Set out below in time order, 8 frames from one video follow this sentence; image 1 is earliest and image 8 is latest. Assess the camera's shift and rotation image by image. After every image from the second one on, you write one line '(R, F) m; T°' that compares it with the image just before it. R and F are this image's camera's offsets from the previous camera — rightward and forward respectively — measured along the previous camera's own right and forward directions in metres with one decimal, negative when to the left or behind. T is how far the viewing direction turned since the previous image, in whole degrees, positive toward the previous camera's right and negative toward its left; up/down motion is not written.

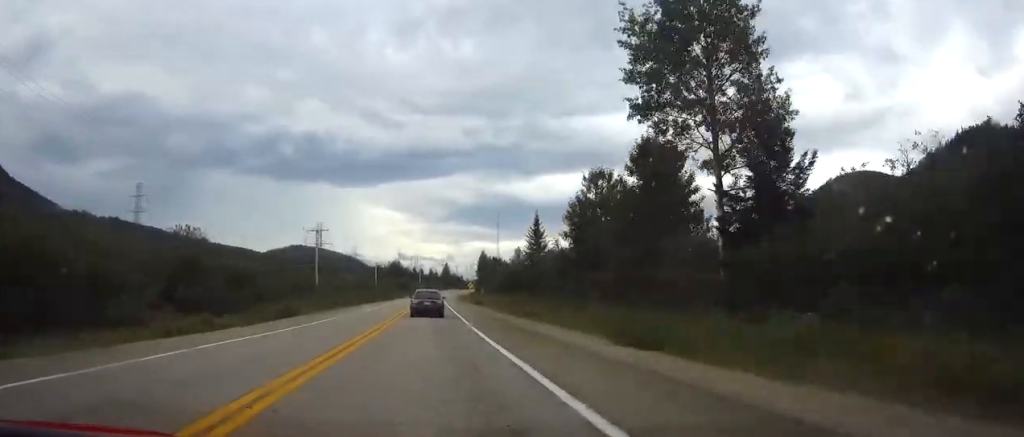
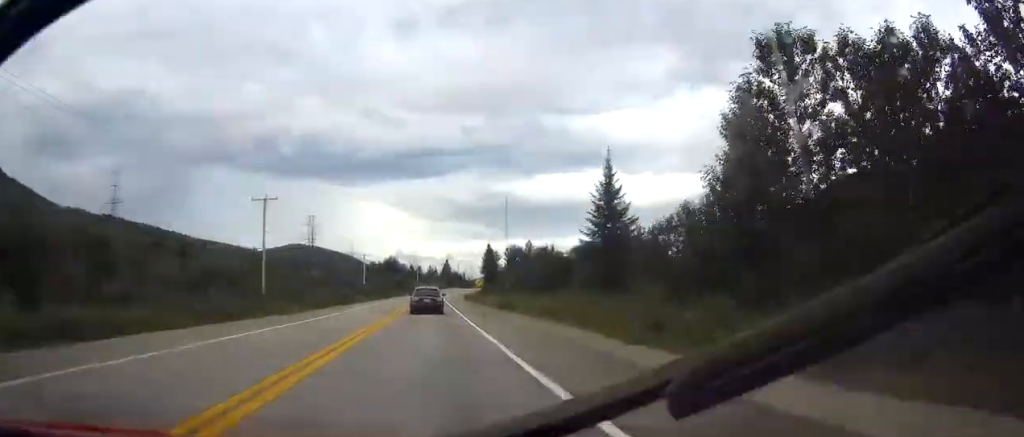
(0.0, +26.5) m; 0°
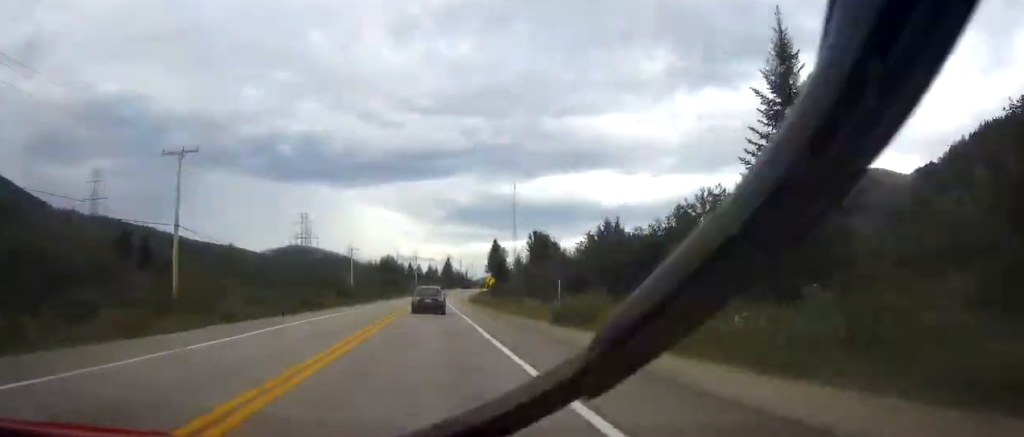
(0.0, +20.6) m; 0°
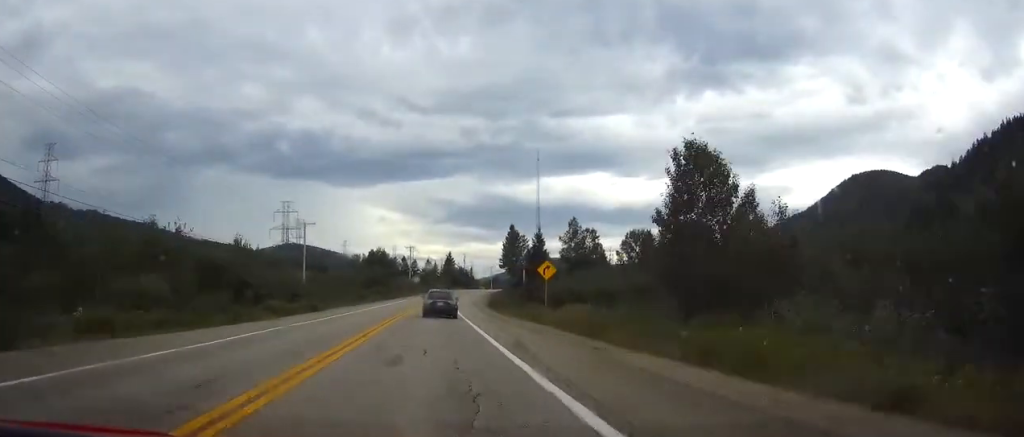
(0.0, +42.0) m; 0°
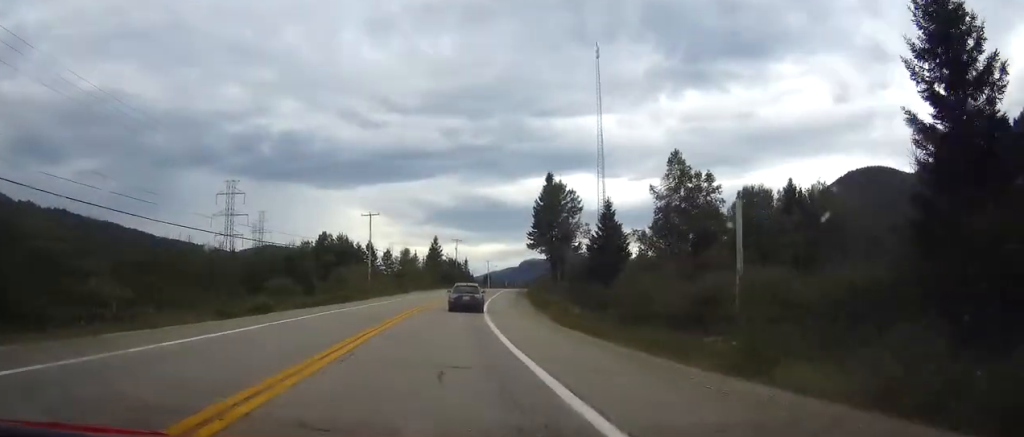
(+1.0, +64.5) m; +1°
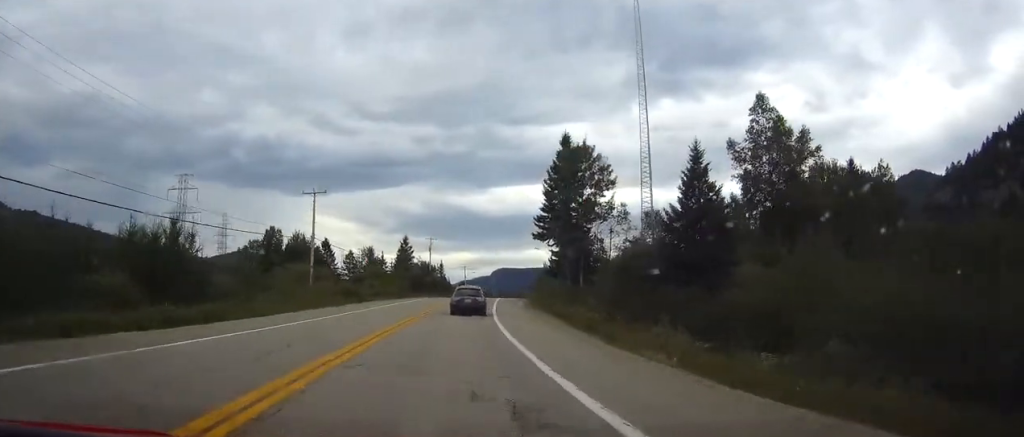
(0.0, +24.8) m; +1°
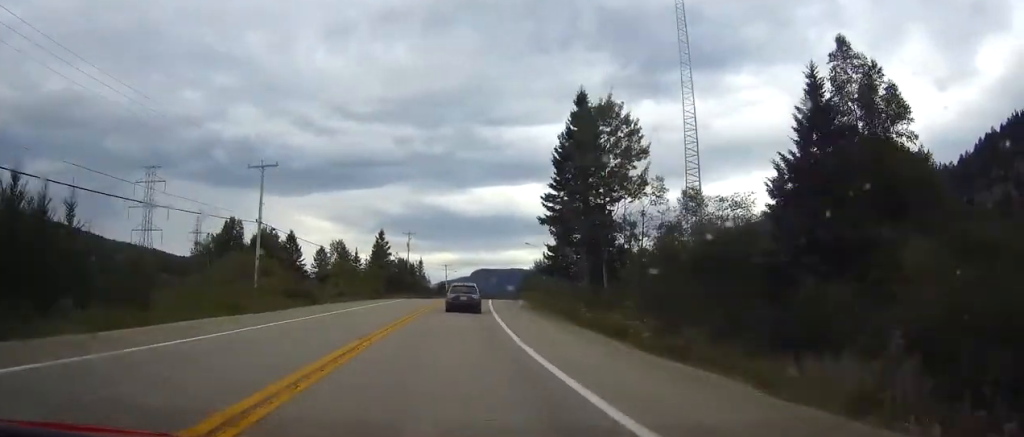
(-0.2, +13.3) m; +1°
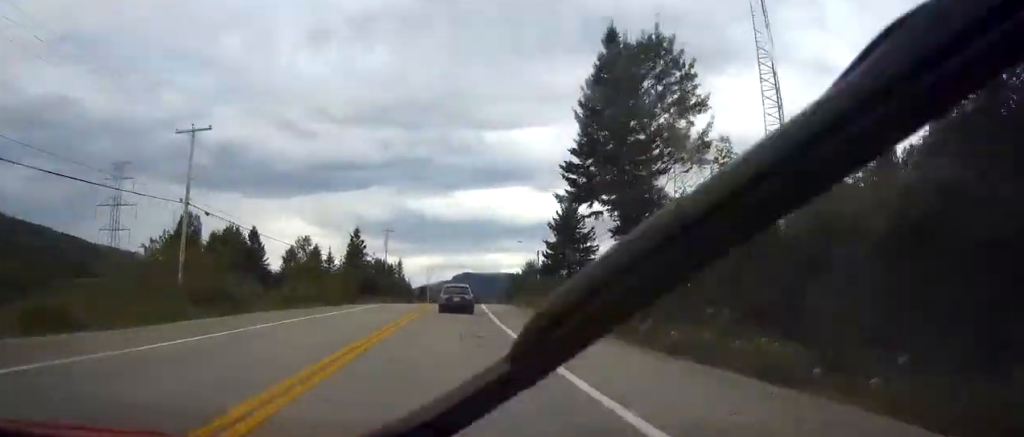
(+0.3, +12.3) m; +2°
